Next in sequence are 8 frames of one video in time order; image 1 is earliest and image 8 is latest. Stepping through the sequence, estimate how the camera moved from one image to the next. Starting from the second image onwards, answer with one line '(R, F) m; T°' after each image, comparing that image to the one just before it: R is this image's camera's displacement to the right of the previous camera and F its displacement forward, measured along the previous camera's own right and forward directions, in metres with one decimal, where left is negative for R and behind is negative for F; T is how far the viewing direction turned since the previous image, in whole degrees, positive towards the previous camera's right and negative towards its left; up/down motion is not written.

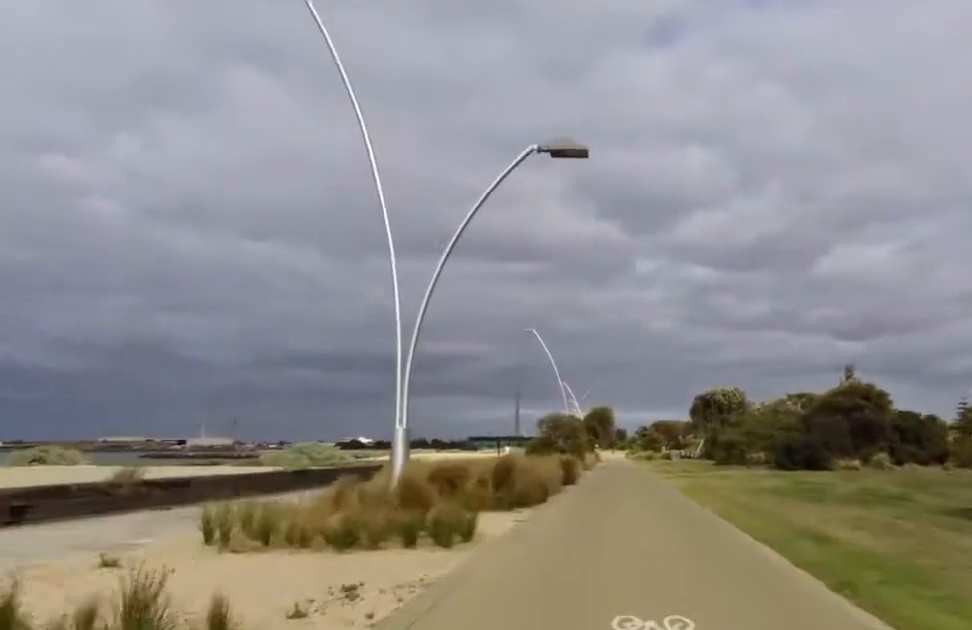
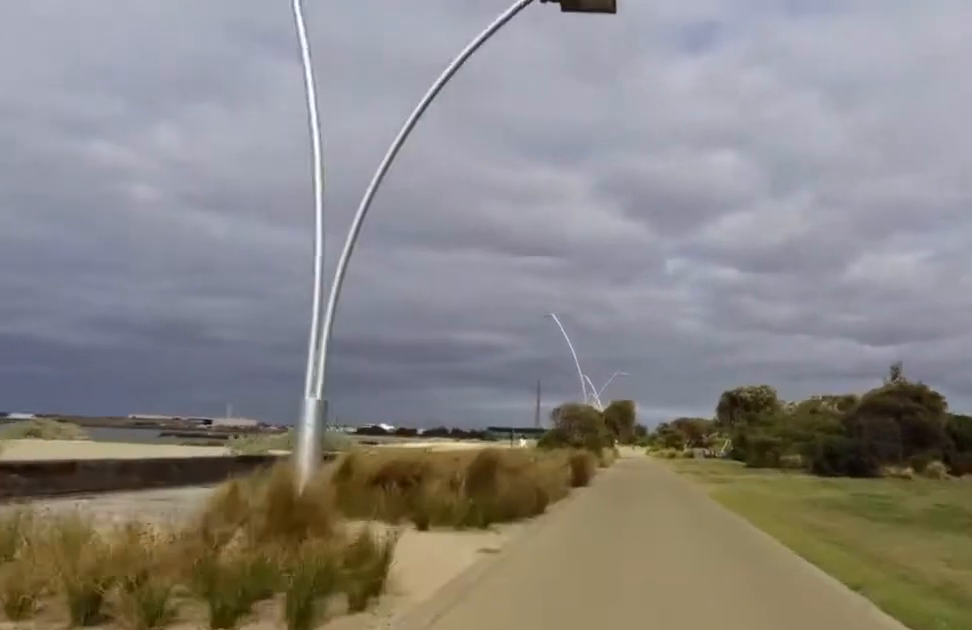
(0.0, +4.2) m; 0°
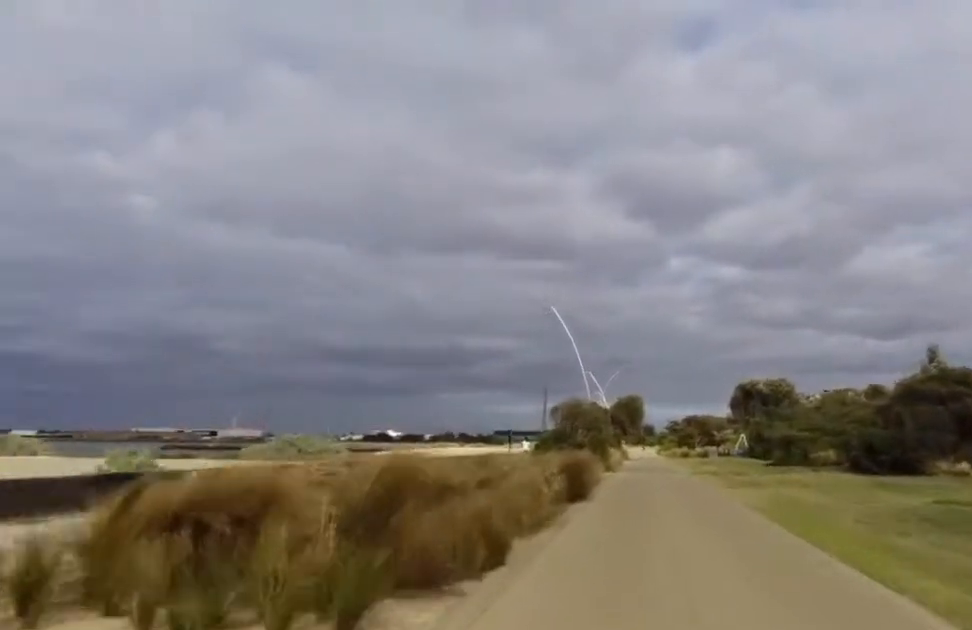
(0.0, +4.8) m; 0°
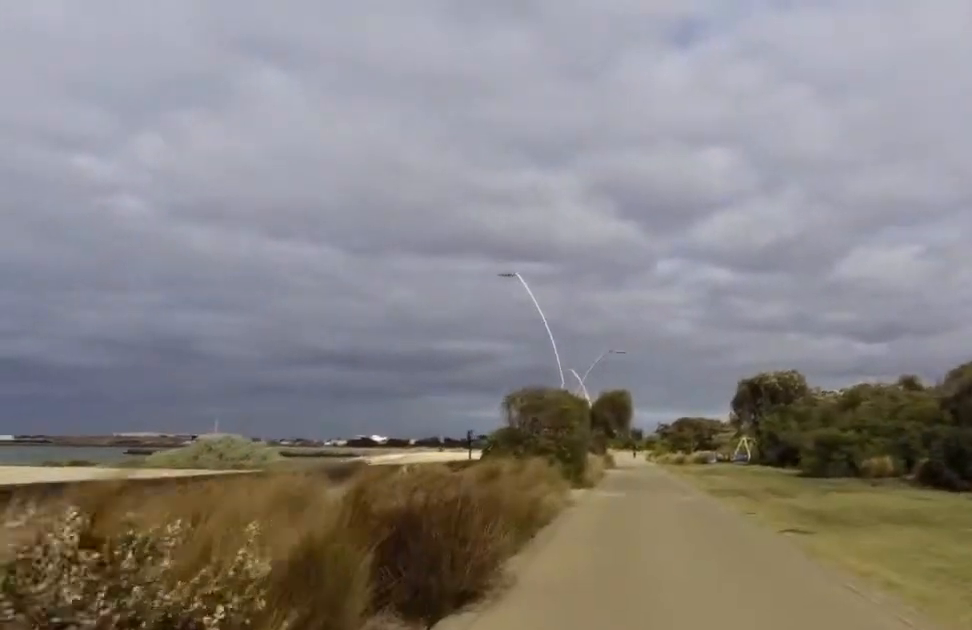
(0.0, +9.1) m; 0°
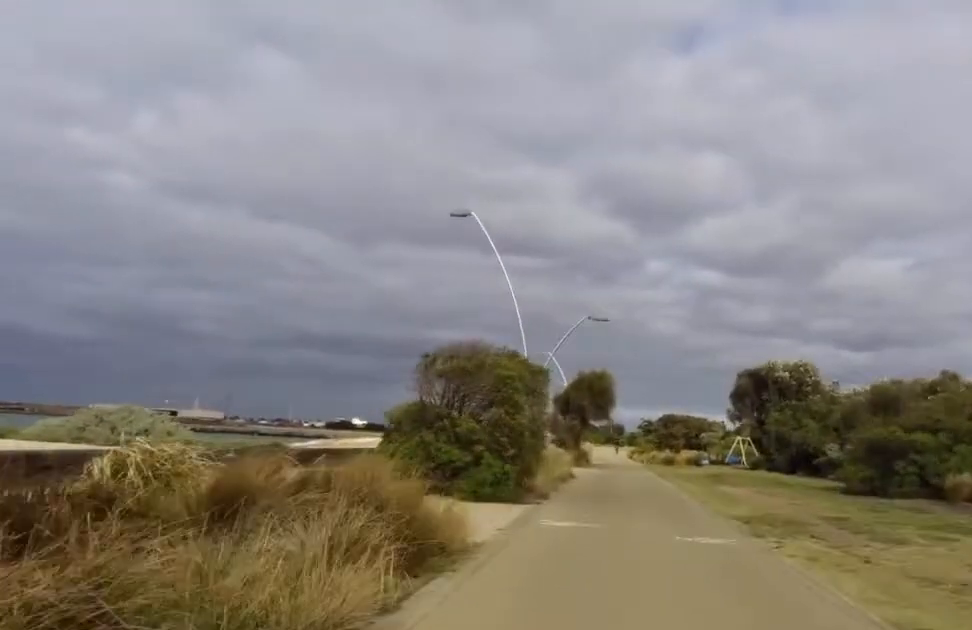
(0.0, +8.0) m; 0°
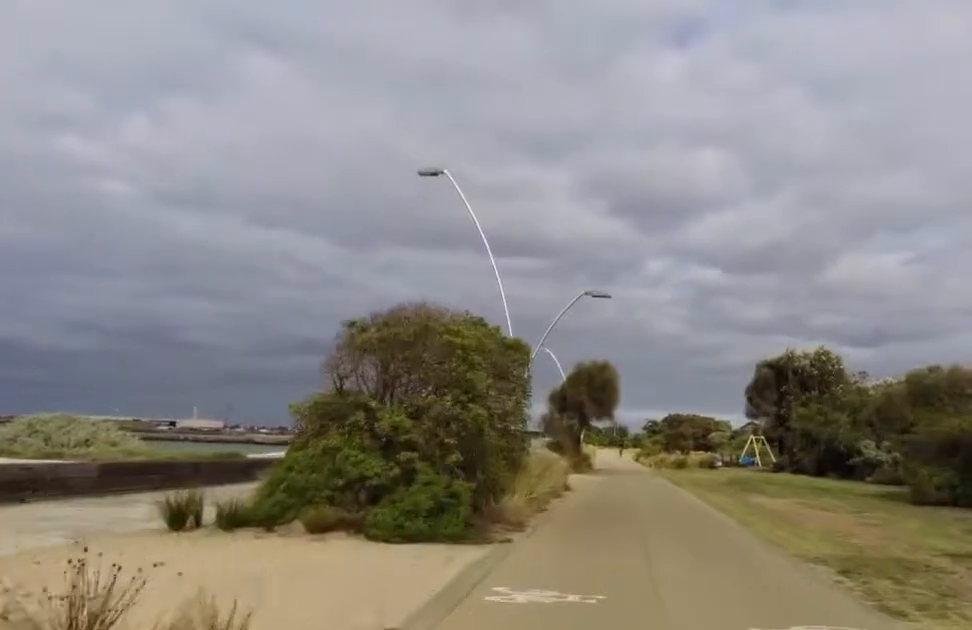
(0.0, +4.3) m; 0°
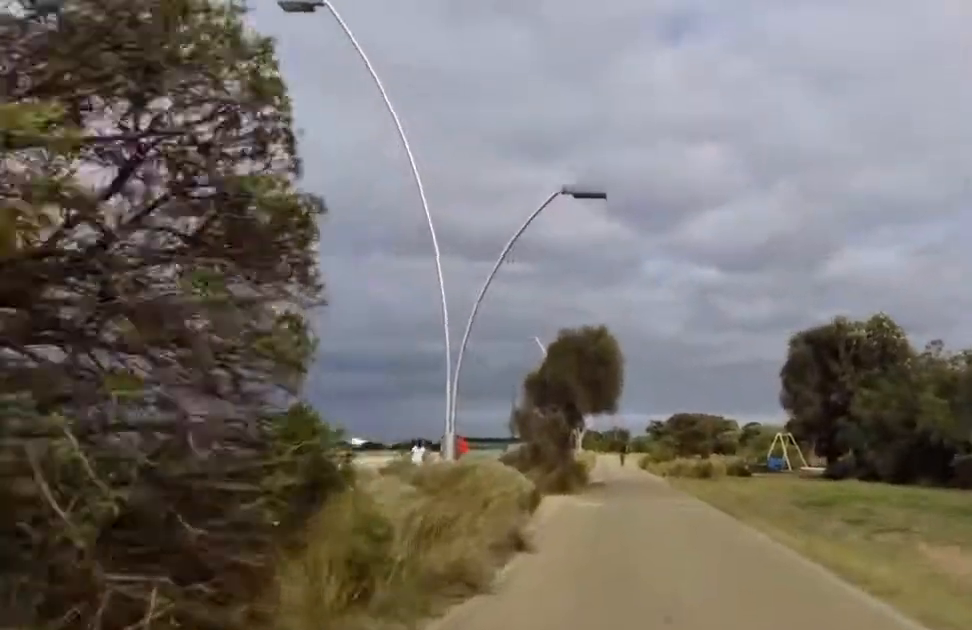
(0.0, +8.9) m; 0°
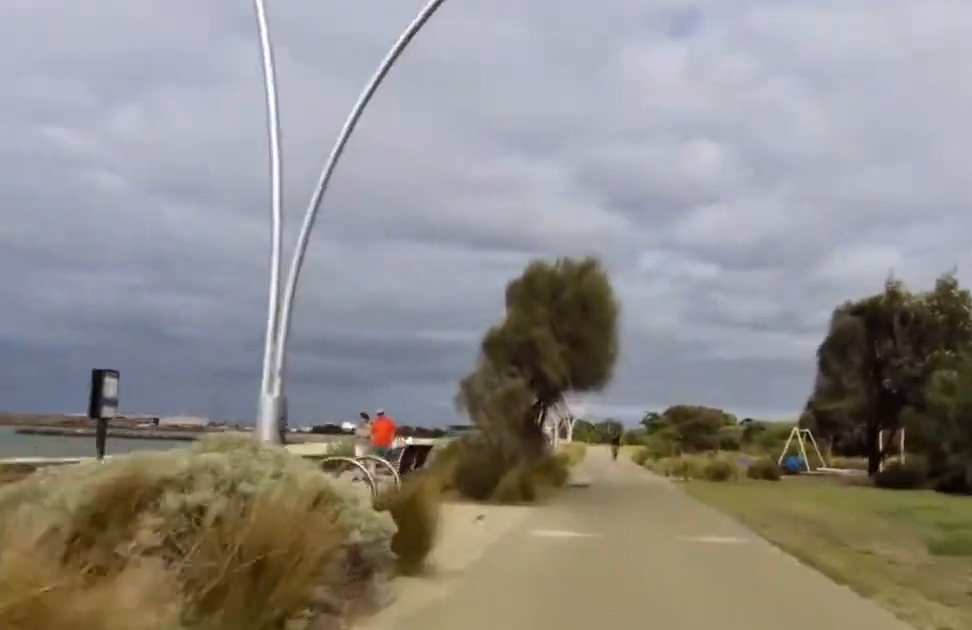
(0.0, +6.7) m; 0°
